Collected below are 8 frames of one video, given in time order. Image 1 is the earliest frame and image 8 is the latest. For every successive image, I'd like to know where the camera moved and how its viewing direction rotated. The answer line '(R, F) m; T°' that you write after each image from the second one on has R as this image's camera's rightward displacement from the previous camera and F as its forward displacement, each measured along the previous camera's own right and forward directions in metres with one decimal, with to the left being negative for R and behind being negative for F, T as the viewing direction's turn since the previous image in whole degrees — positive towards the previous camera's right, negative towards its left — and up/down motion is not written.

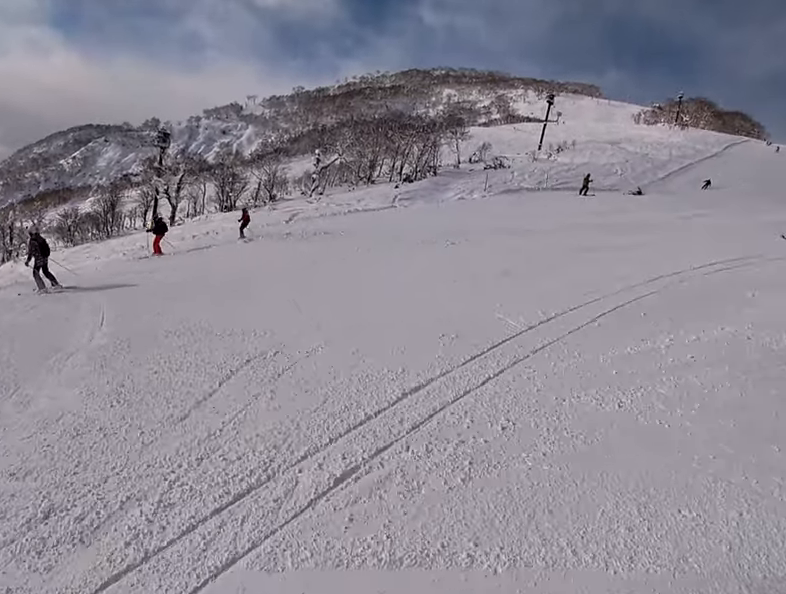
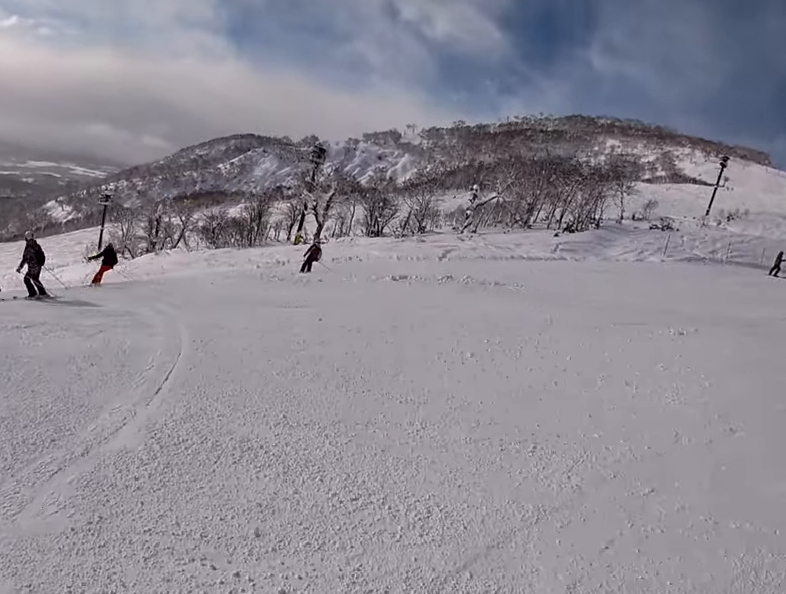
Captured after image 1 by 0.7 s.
(0.0, +3.3) m; 0°
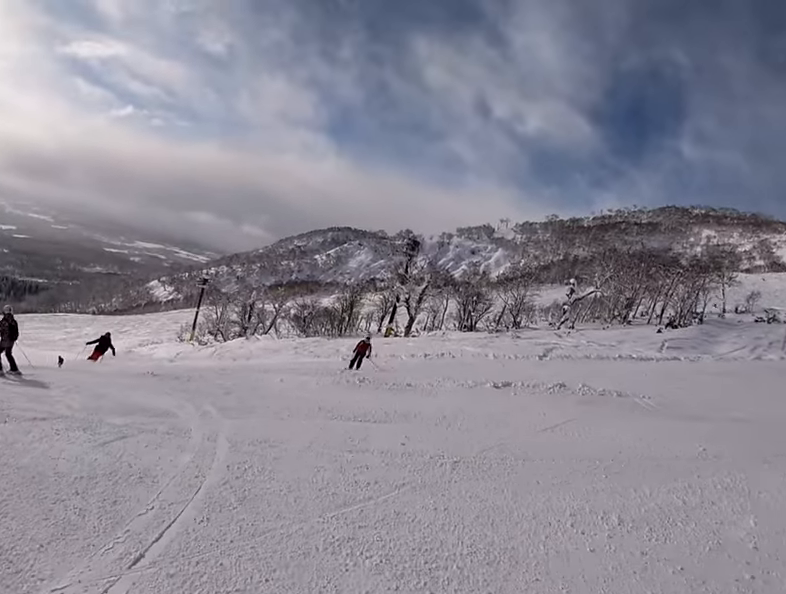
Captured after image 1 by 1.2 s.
(0.0, +2.2) m; -8°
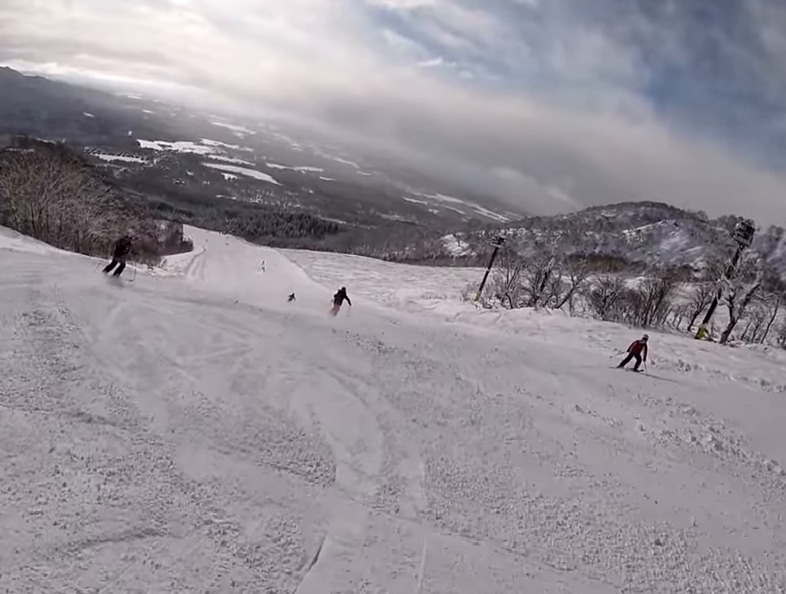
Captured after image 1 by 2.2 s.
(-0.5, +3.9) m; -33°
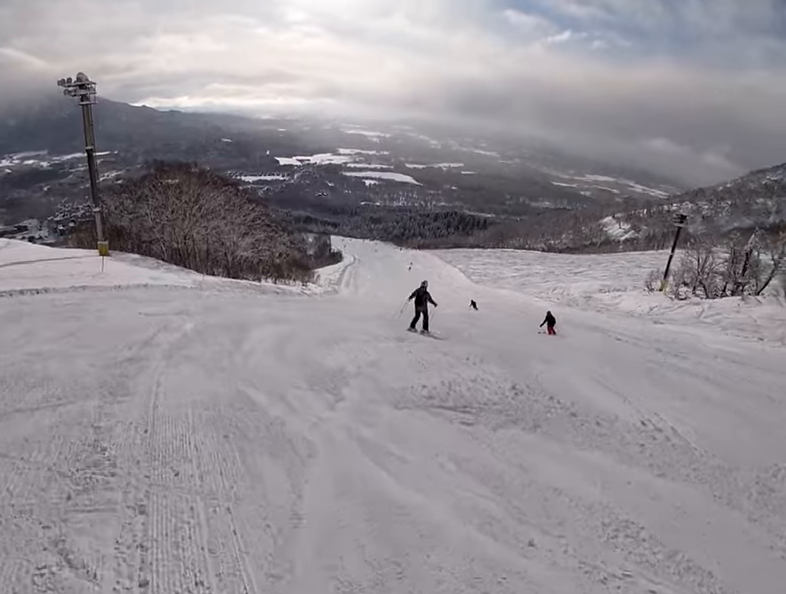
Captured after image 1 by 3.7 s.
(-2.8, +5.6) m; -23°
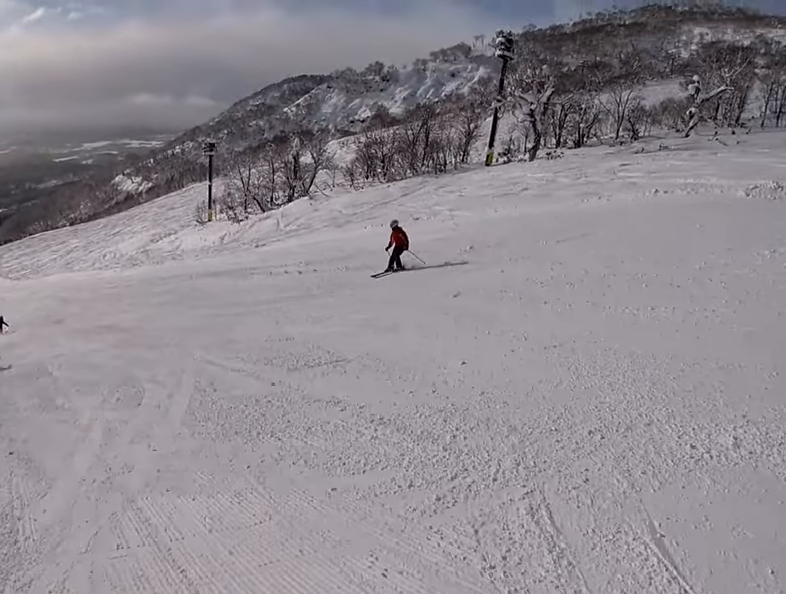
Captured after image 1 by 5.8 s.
(+2.5, +10.5) m; +22°
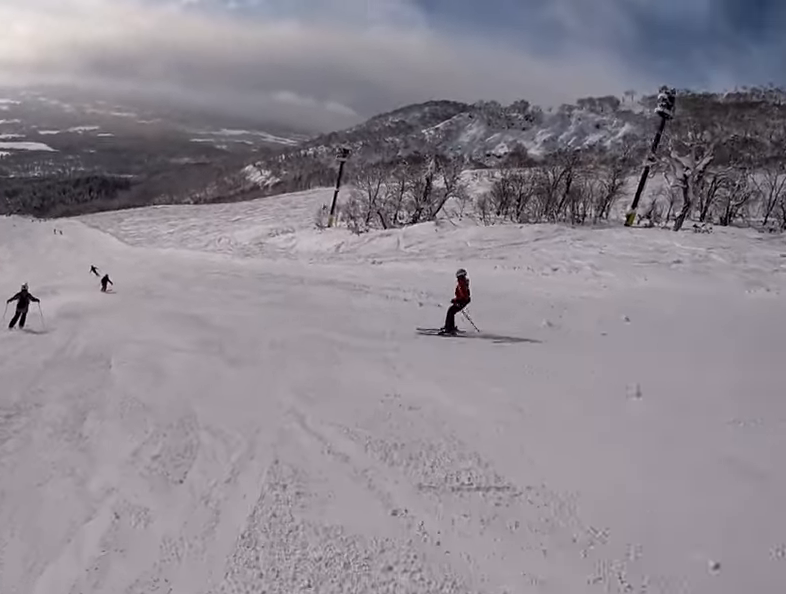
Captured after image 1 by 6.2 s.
(0.0, +2.2) m; -4°
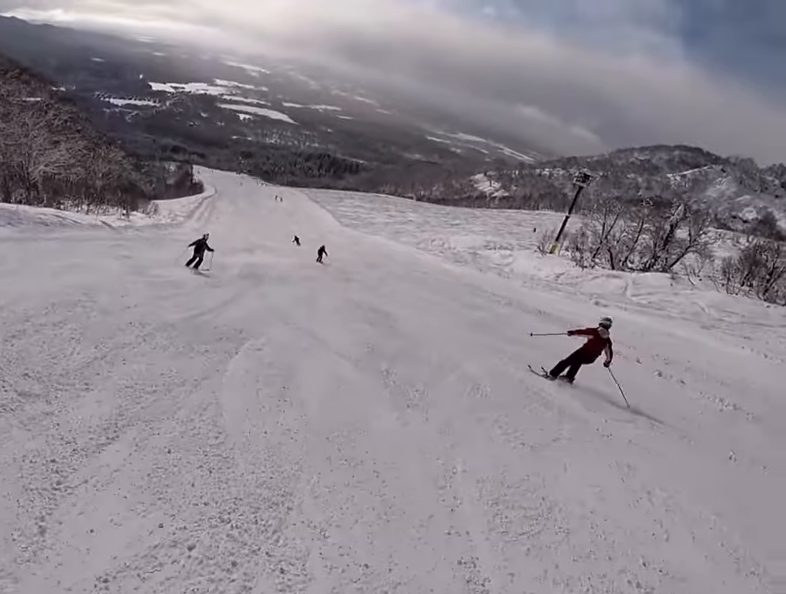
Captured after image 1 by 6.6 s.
(+0.1, +2.3) m; -8°
